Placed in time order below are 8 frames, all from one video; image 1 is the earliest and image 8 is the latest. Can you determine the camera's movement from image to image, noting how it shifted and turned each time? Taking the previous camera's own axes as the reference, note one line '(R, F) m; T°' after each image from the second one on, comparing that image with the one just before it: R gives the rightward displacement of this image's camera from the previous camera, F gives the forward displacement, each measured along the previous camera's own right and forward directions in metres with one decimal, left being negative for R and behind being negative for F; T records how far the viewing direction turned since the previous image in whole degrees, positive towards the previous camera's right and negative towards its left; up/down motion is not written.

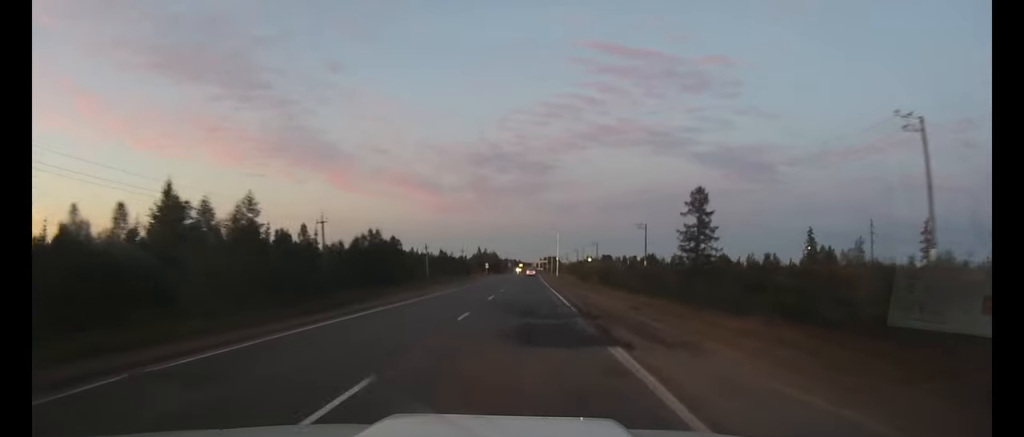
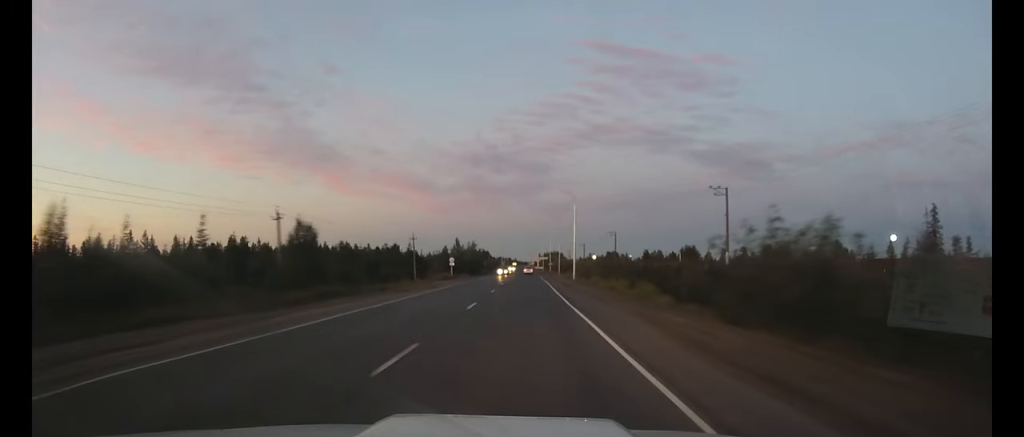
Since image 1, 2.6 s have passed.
(+0.2, +56.7) m; 0°
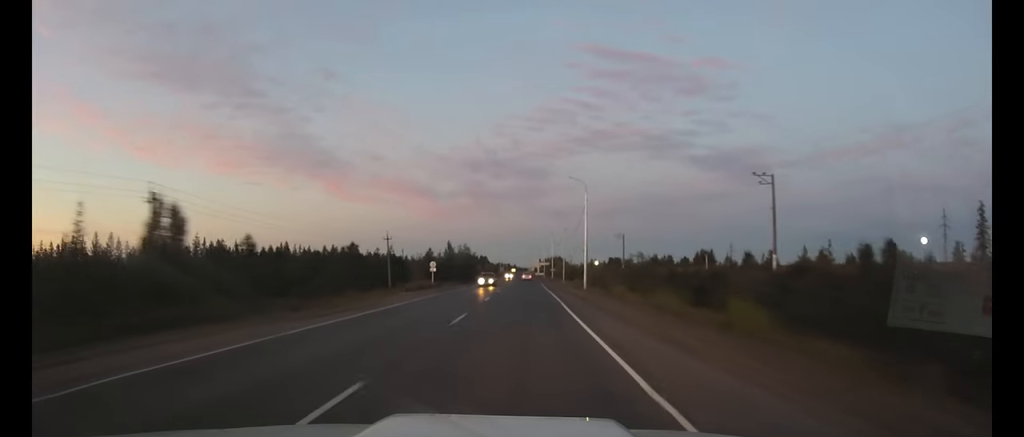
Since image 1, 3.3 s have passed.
(0.0, +15.3) m; 0°
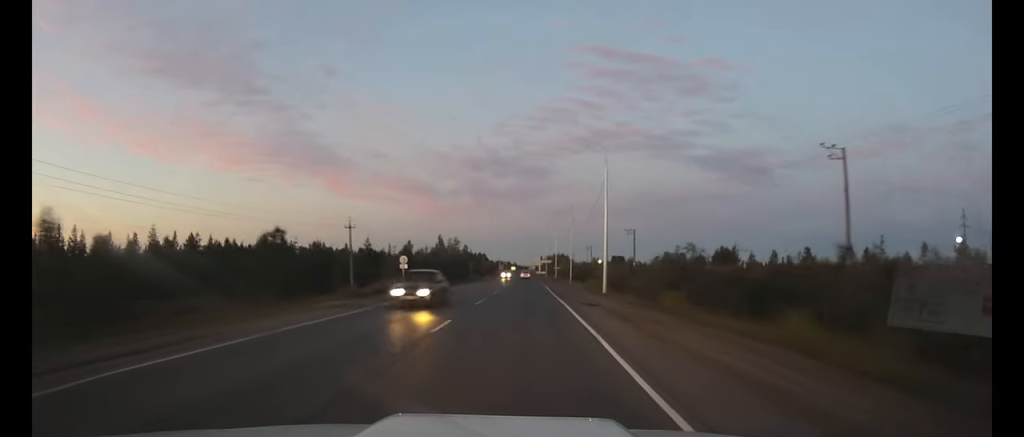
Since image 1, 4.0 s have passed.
(0.0, +15.2) m; 0°
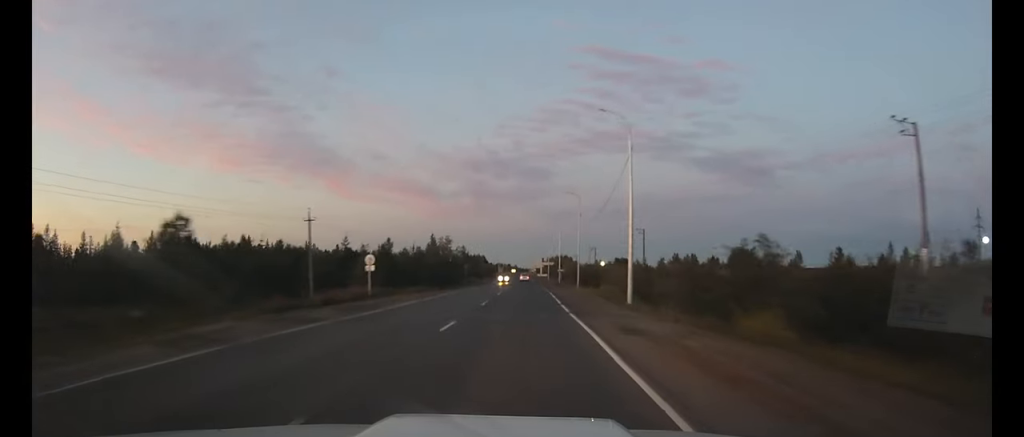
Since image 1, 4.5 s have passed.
(0.0, +10.7) m; 0°
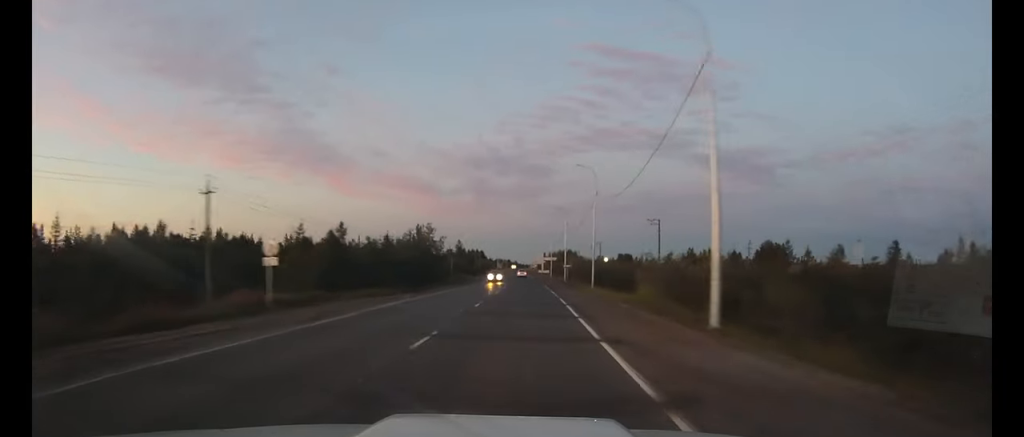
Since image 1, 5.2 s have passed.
(0.0, +15.6) m; 0°
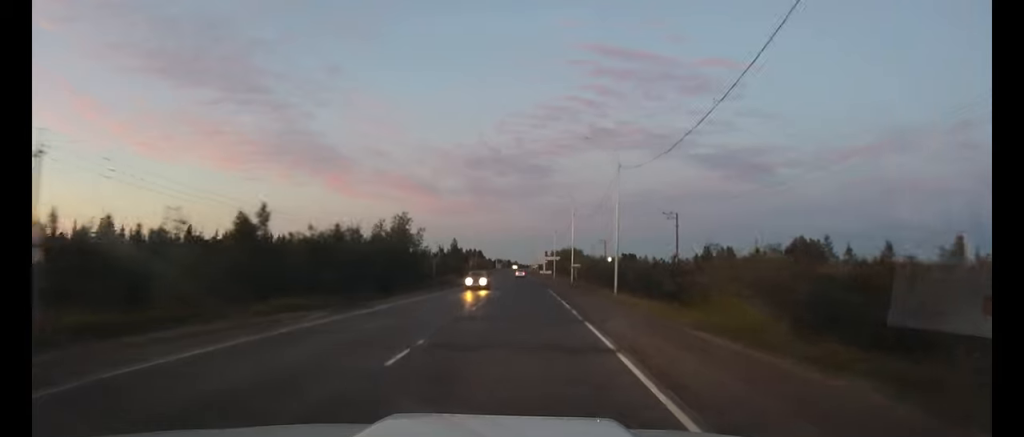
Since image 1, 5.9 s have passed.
(0.0, +14.0) m; 0°
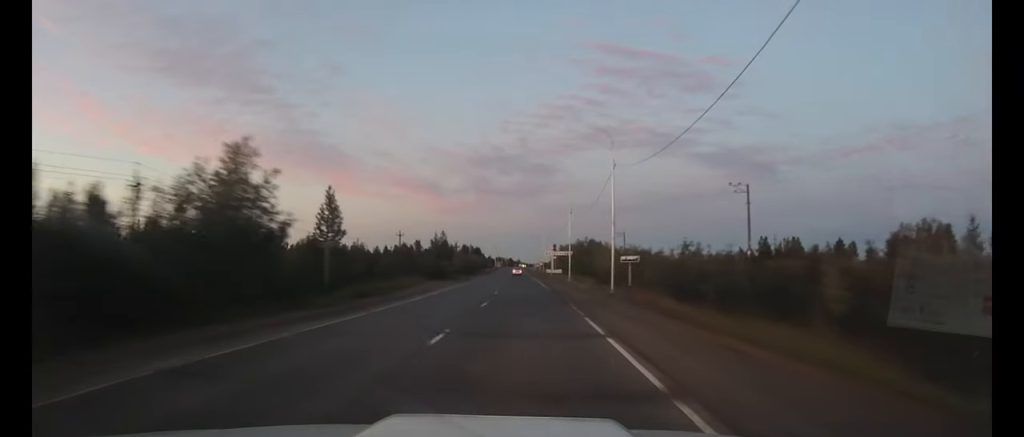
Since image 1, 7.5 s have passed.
(-0.1, +33.5) m; 0°
